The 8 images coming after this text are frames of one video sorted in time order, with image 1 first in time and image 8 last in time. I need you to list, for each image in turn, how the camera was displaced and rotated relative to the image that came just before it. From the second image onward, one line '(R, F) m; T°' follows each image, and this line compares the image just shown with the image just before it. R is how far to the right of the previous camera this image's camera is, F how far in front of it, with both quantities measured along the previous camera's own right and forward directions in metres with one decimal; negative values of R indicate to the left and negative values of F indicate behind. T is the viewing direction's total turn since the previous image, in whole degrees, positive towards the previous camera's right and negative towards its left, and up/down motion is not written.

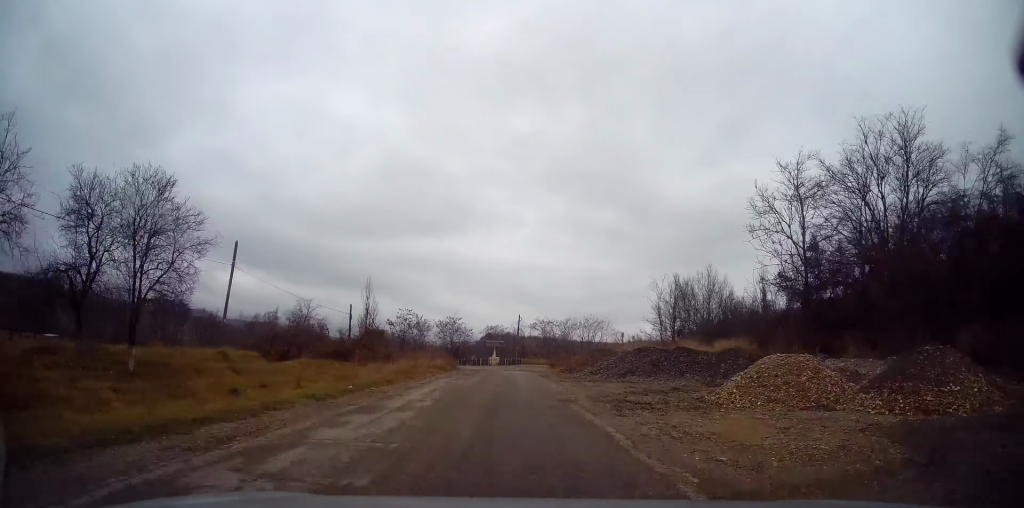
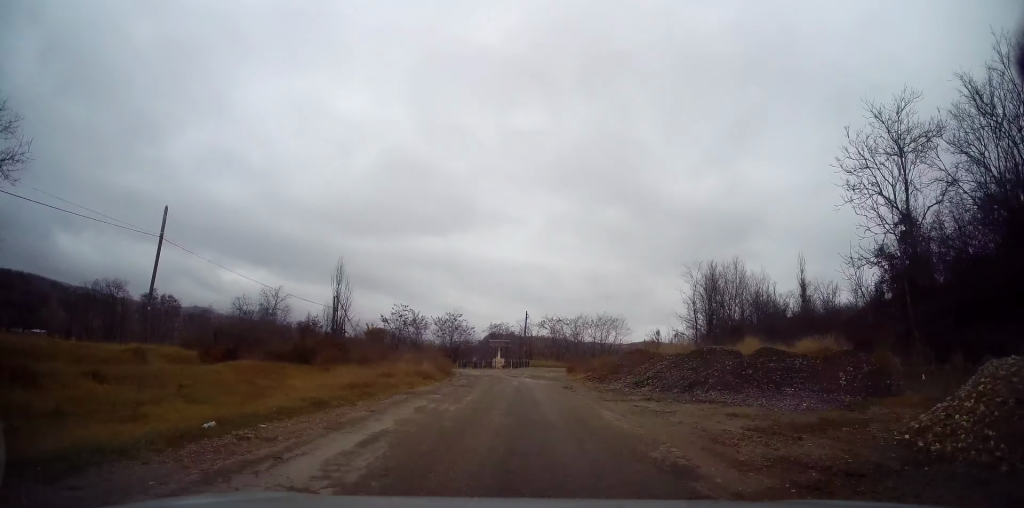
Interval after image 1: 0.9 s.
(-0.1, +7.1) m; +1°
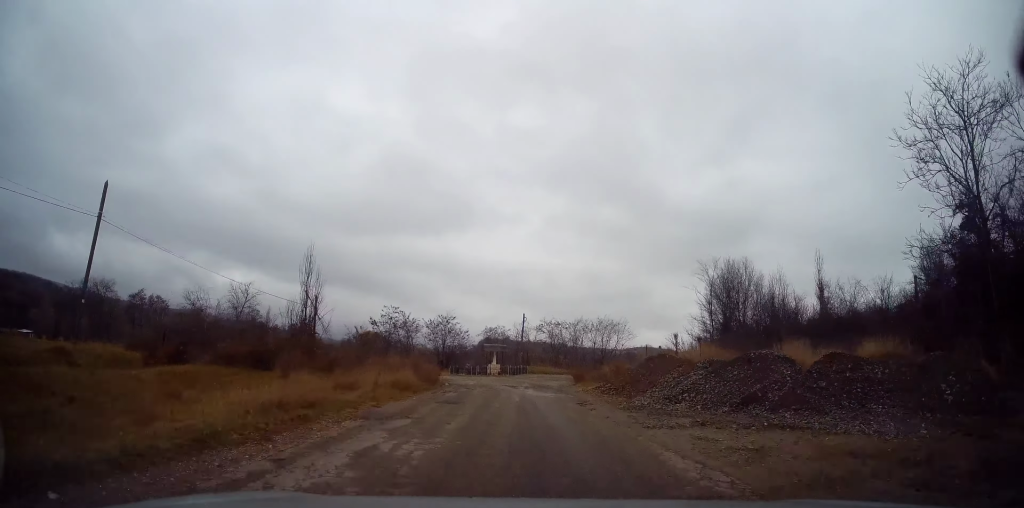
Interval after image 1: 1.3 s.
(+0.1, +3.6) m; +1°
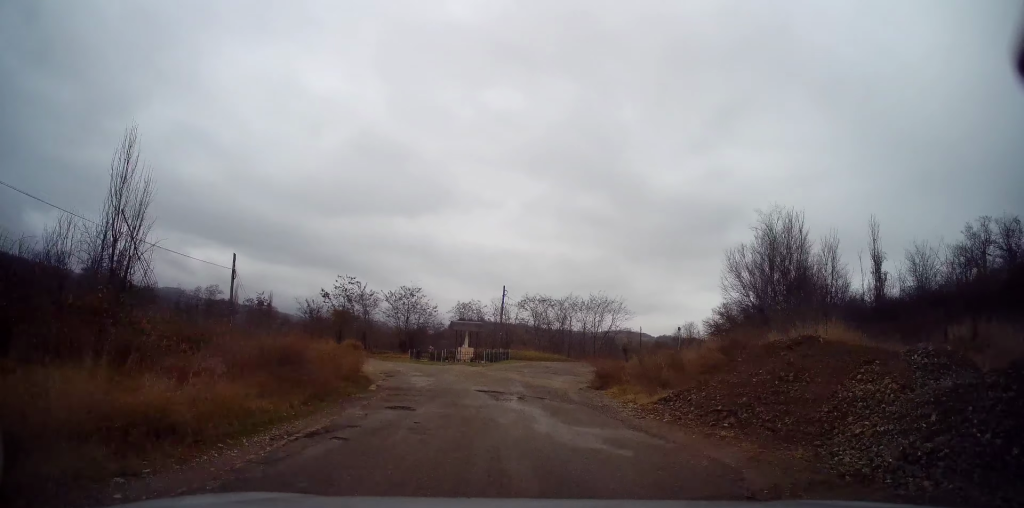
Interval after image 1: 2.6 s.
(+0.1, +10.5) m; +3°
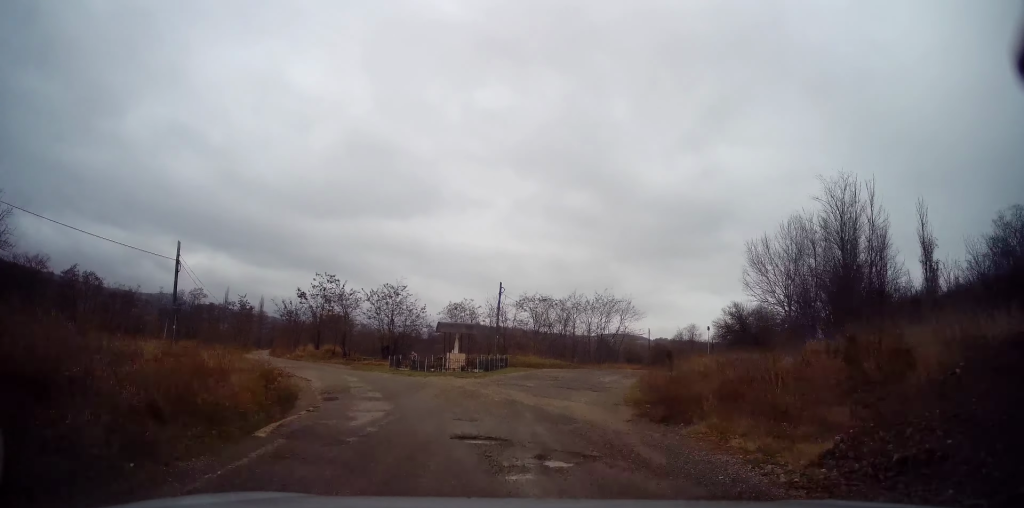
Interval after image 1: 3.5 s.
(+0.3, +6.3) m; +3°
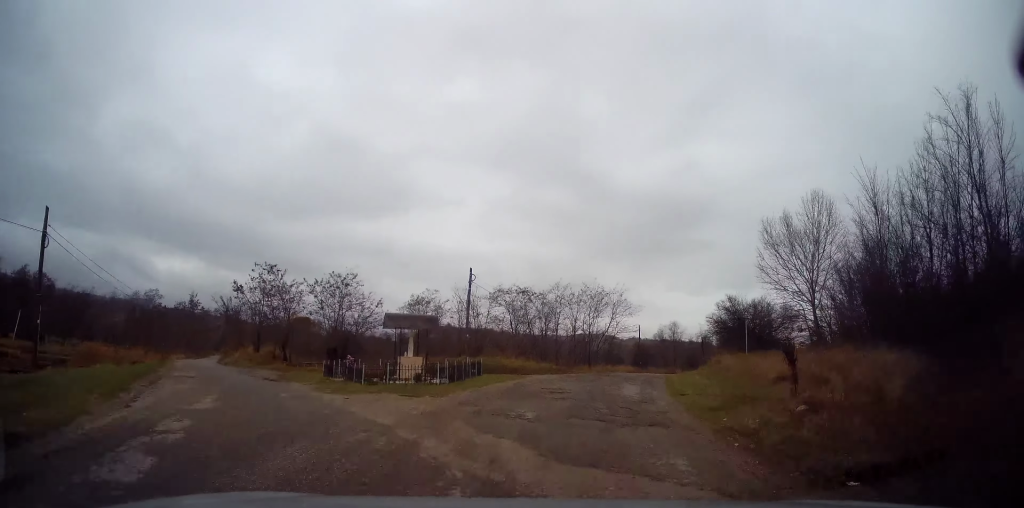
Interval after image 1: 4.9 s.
(+0.1, +9.3) m; +2°
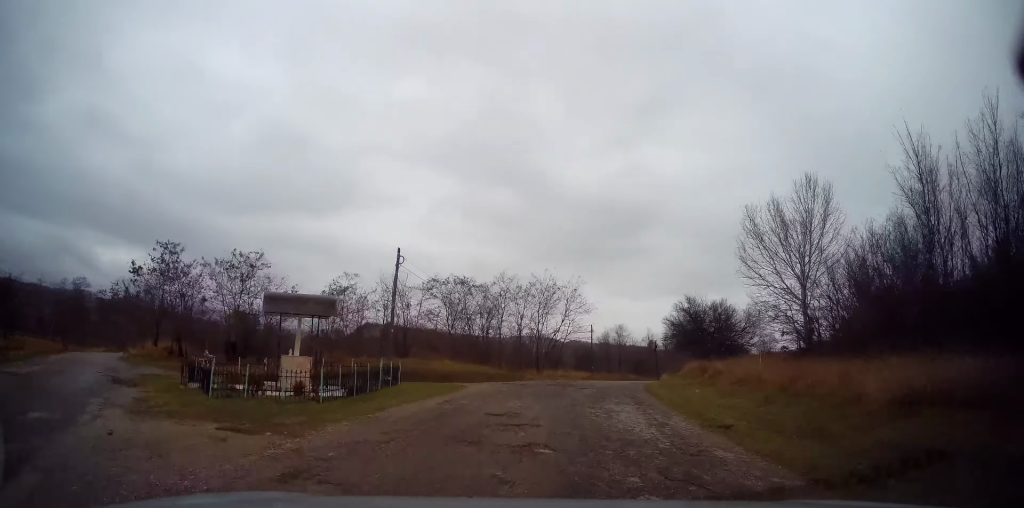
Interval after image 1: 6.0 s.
(+0.2, +7.2) m; +5°
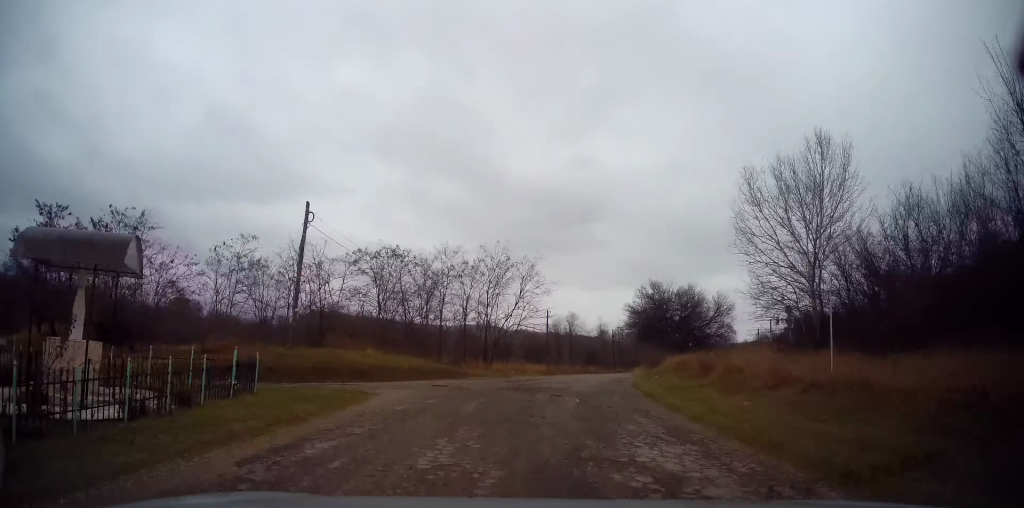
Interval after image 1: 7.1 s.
(+0.6, +7.4) m; +8°
